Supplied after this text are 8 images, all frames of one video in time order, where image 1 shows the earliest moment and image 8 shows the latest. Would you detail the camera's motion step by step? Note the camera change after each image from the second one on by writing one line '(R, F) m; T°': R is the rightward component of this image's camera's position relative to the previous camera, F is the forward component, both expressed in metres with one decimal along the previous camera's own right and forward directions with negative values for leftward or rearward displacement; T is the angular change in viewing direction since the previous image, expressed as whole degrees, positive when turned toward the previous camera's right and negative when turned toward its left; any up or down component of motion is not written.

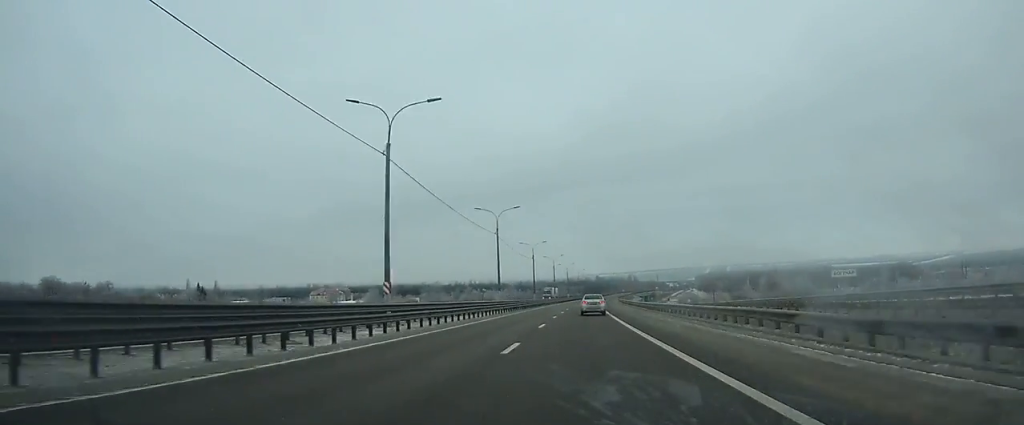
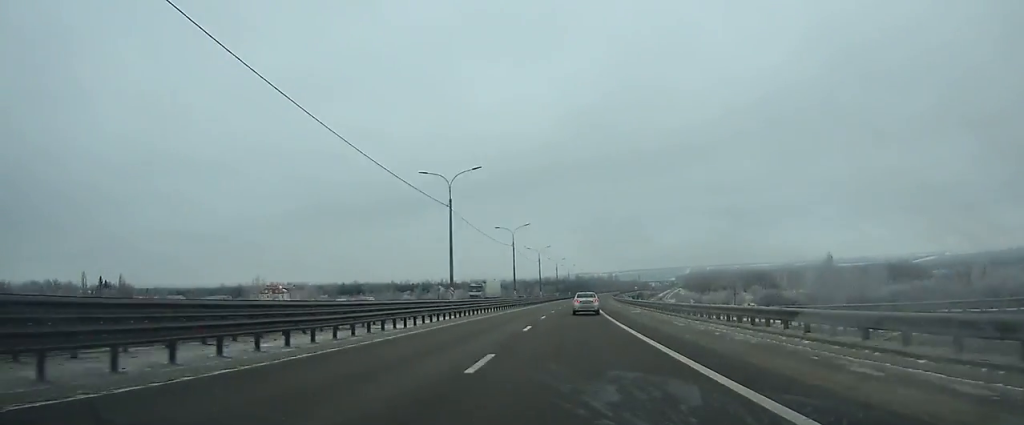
(+1.2, +51.6) m; +2°
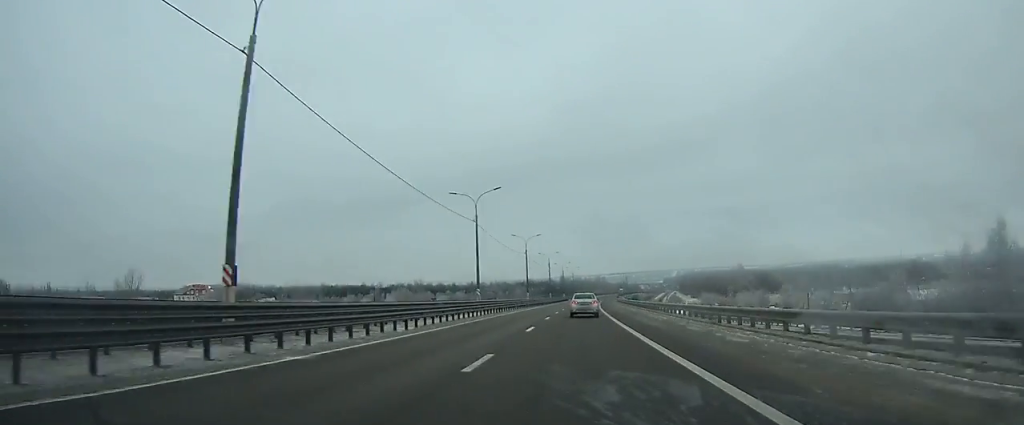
(+0.9, +59.9) m; +2°
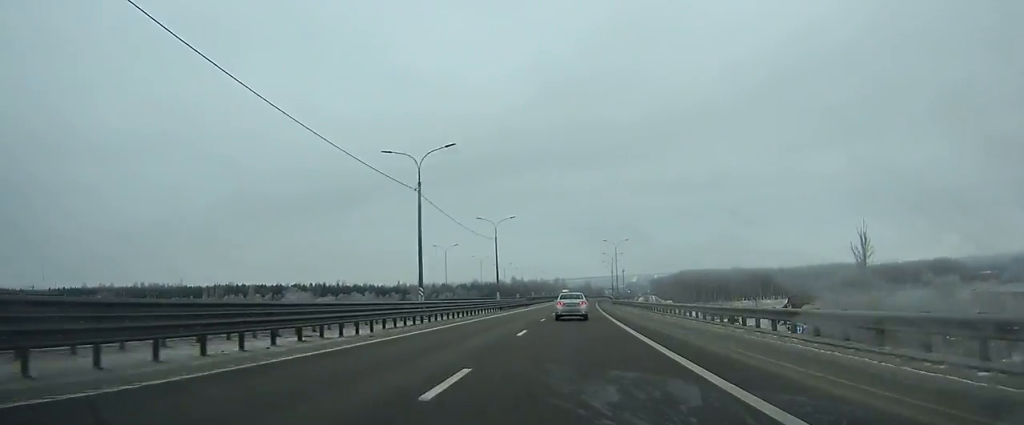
(+4.2, +124.3) m; +4°
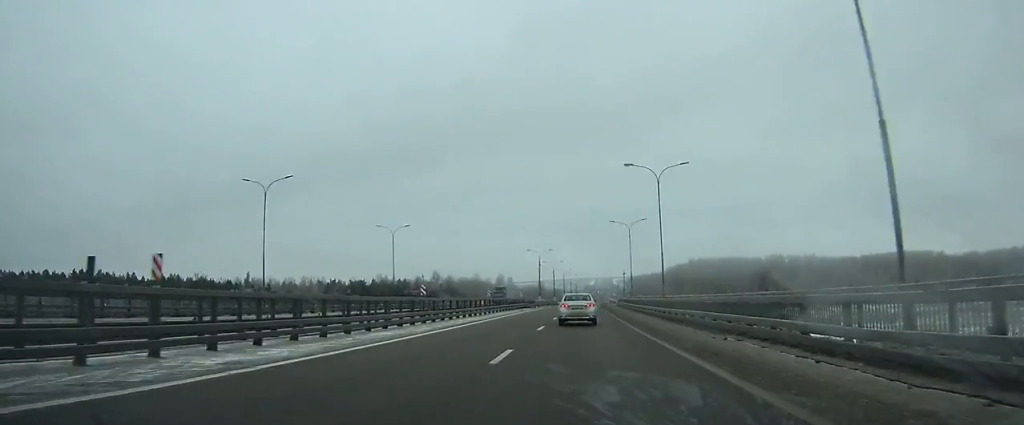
(+7.8, +176.7) m; +5°
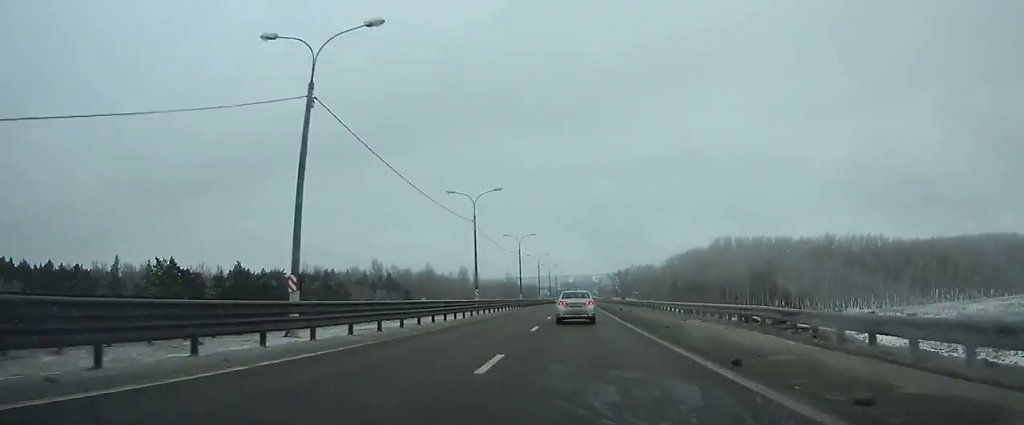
(+1.3, +86.5) m; +2°
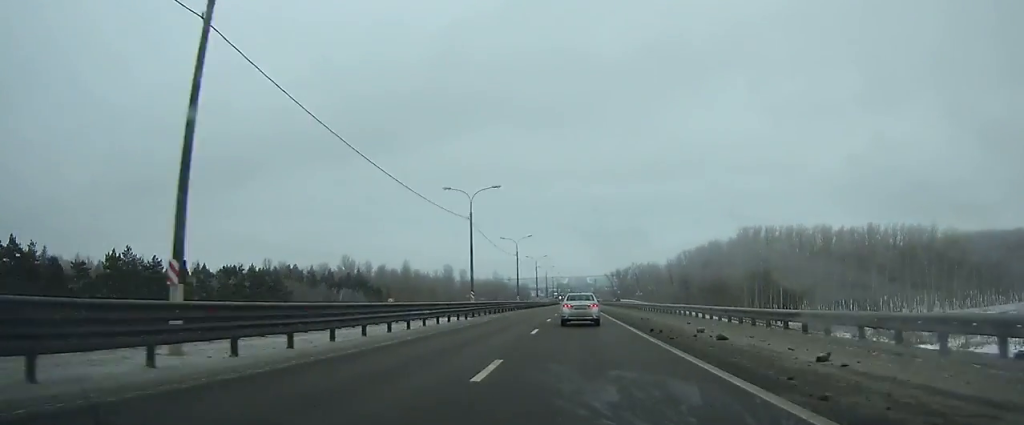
(+0.4, +36.0) m; 0°
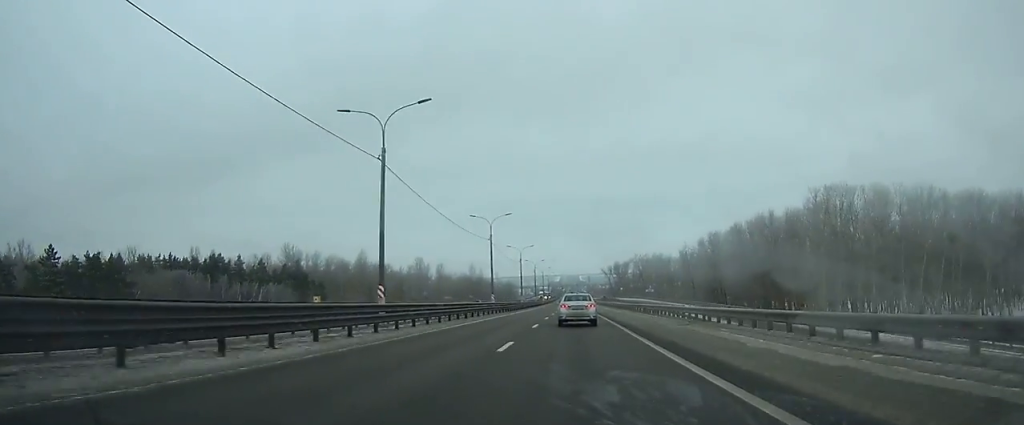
(+0.3, +56.4) m; 0°
